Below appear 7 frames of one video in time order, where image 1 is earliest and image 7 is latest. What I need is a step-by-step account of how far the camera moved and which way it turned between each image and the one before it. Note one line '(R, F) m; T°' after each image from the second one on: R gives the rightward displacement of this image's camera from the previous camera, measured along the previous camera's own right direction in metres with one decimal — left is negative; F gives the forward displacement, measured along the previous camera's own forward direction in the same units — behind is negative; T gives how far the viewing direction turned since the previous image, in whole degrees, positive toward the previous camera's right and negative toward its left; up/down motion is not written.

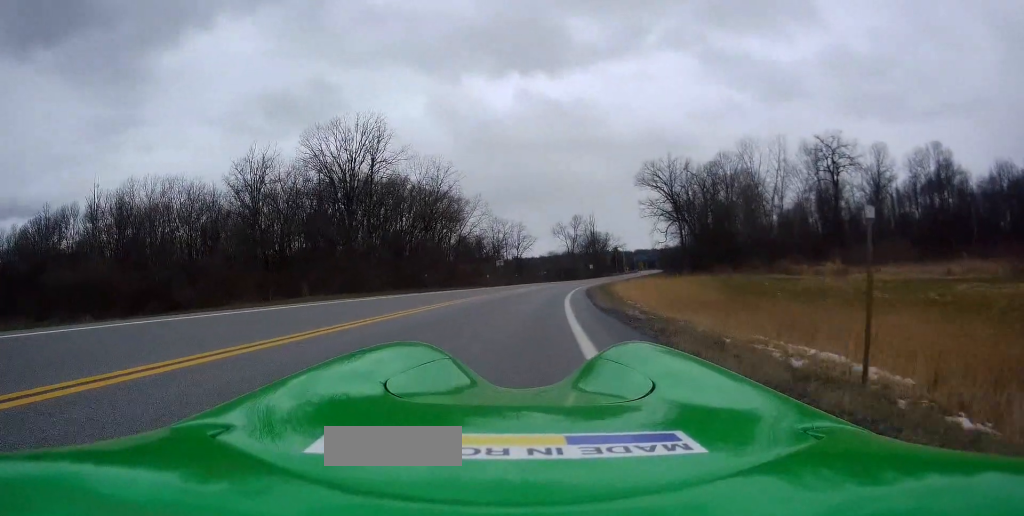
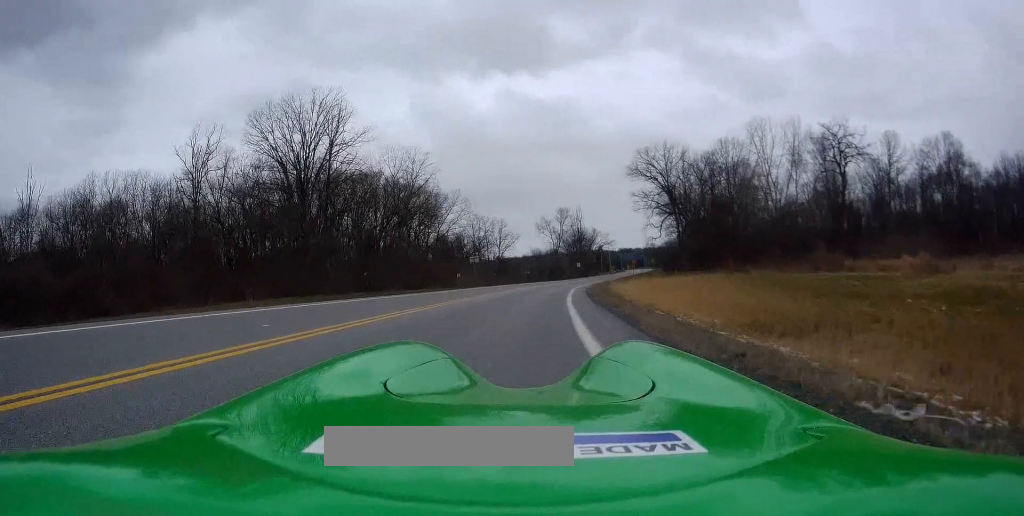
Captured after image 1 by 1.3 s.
(-0.6, +10.8) m; +1°
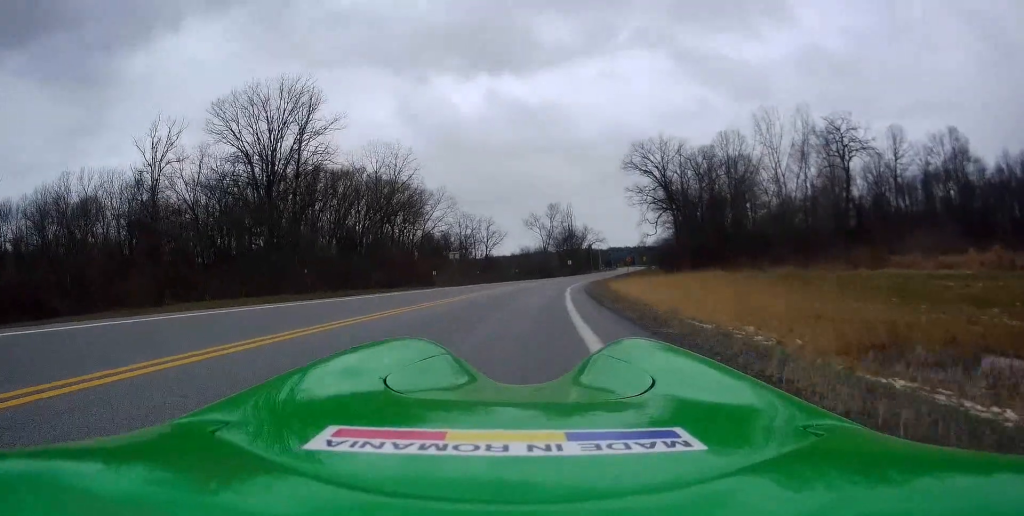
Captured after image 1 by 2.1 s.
(+0.5, +6.4) m; +3°
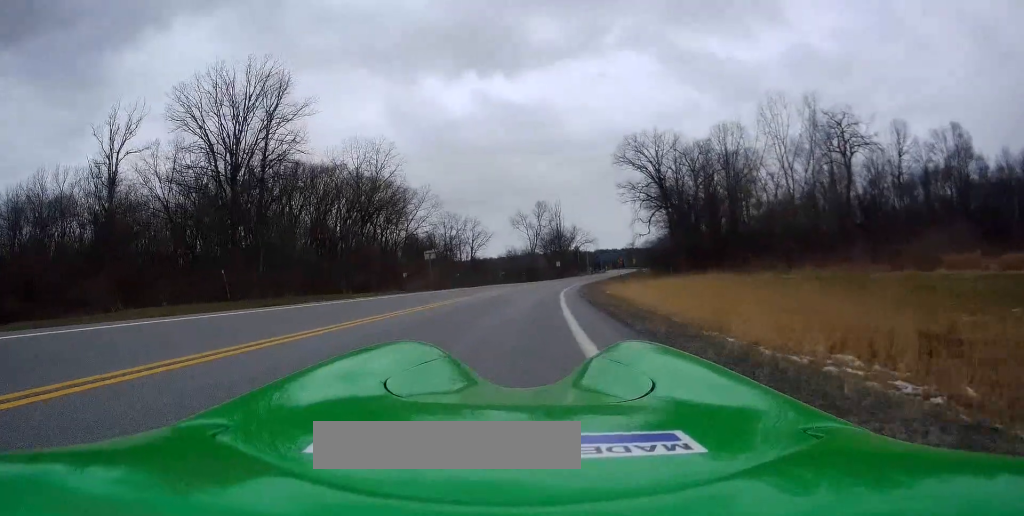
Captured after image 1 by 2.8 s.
(+0.3, +5.5) m; +2°
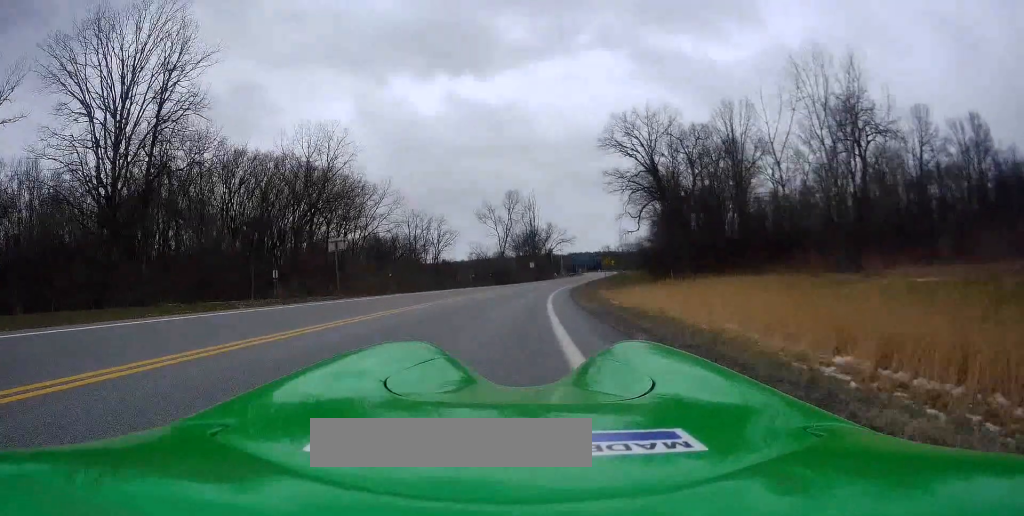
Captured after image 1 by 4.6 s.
(-0.1, +15.5) m; -1°
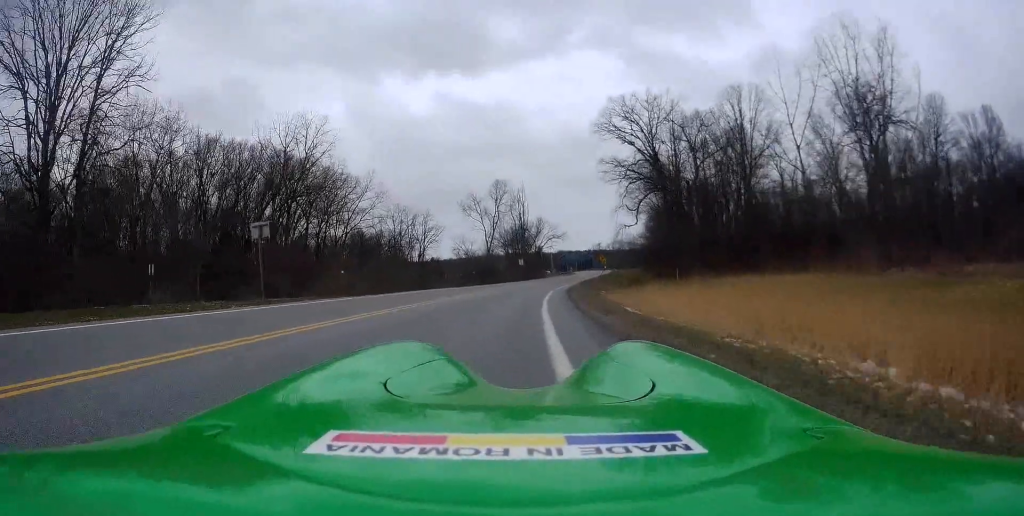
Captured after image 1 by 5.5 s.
(-0.4, +7.1) m; 0°
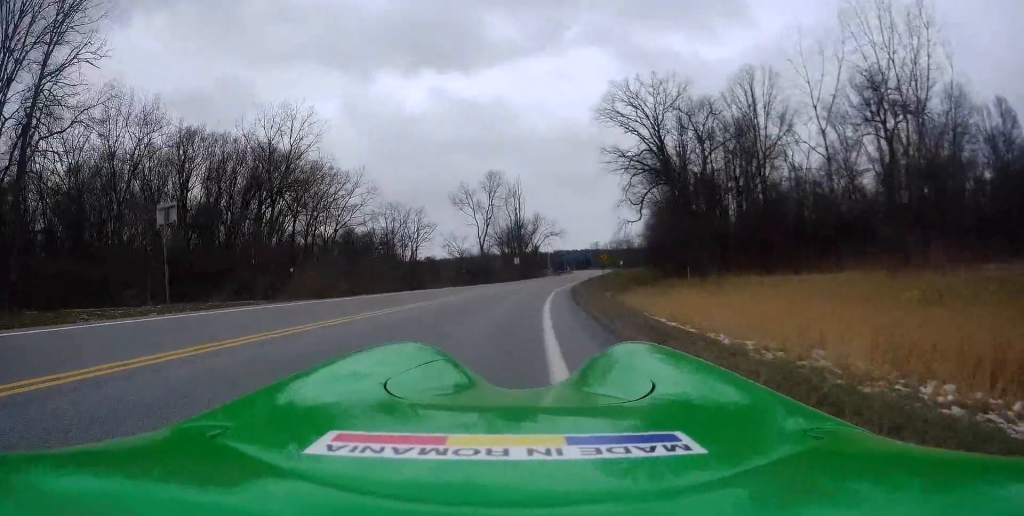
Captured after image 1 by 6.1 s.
(+0.2, +5.7) m; +2°
